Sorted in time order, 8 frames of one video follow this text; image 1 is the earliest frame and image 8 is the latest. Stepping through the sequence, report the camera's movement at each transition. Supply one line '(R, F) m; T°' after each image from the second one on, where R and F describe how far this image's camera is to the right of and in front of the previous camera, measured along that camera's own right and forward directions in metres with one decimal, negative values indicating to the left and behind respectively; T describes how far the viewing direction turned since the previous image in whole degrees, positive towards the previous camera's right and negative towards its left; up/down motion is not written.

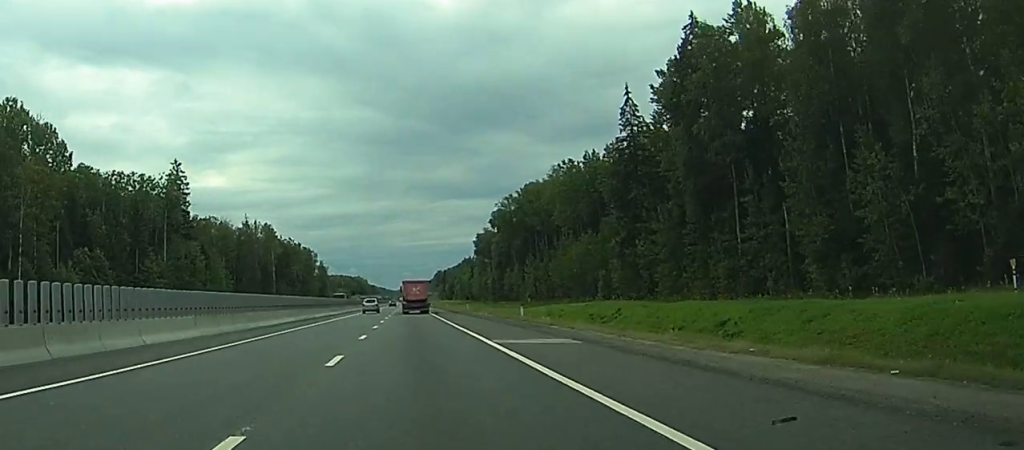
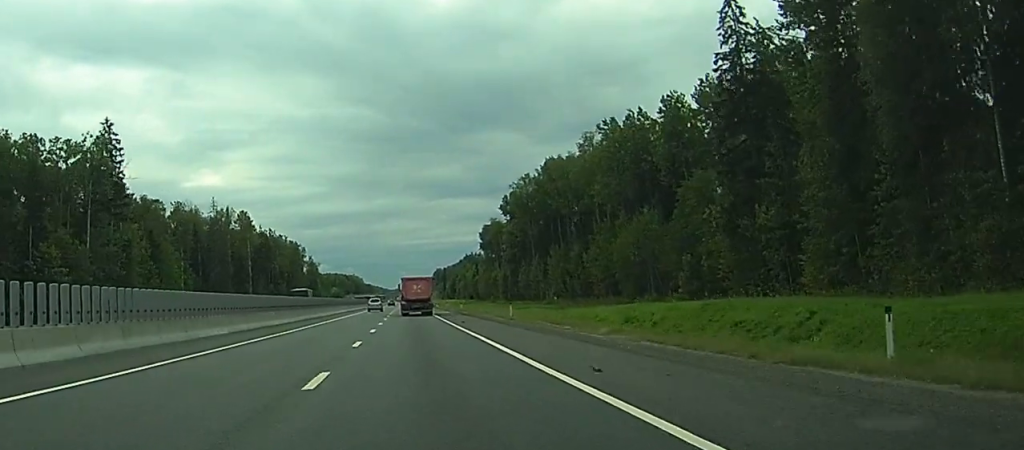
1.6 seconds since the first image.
(0.0, +40.2) m; 0°
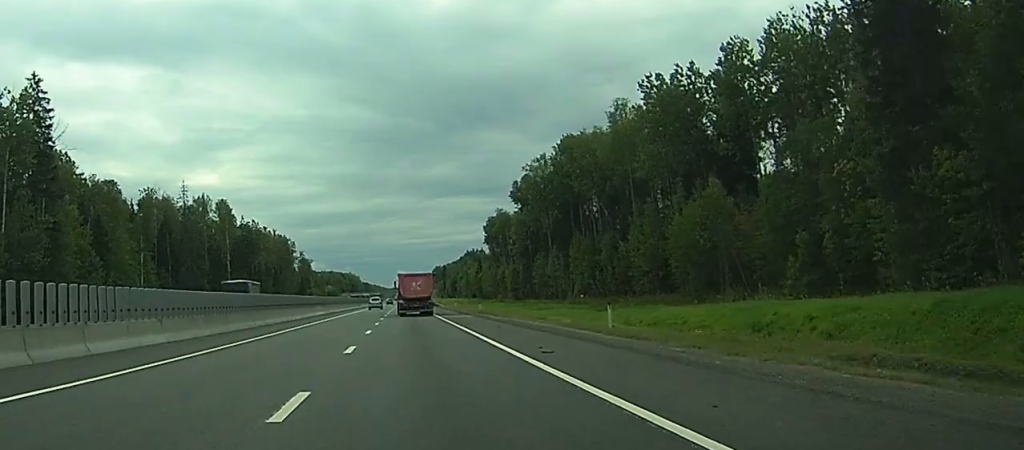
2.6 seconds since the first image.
(+0.2, +27.4) m; -1°
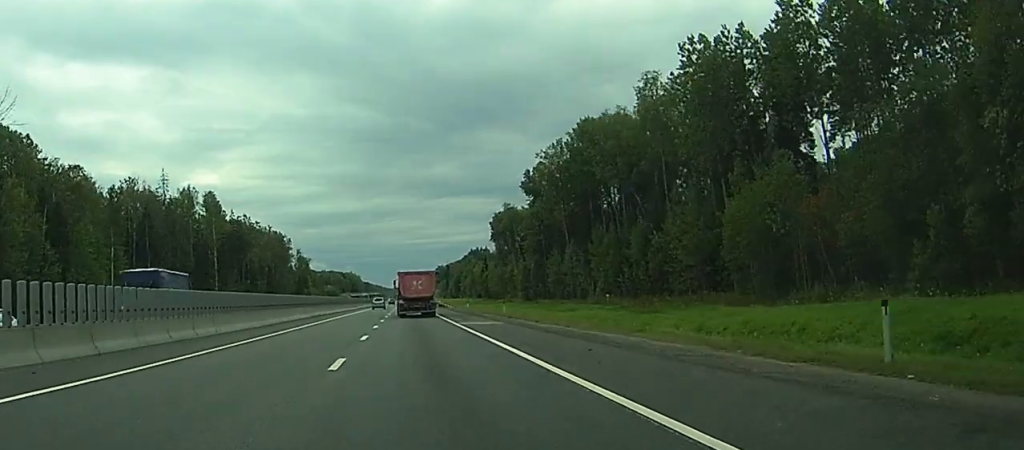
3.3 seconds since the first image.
(-0.3, +17.0) m; -1°
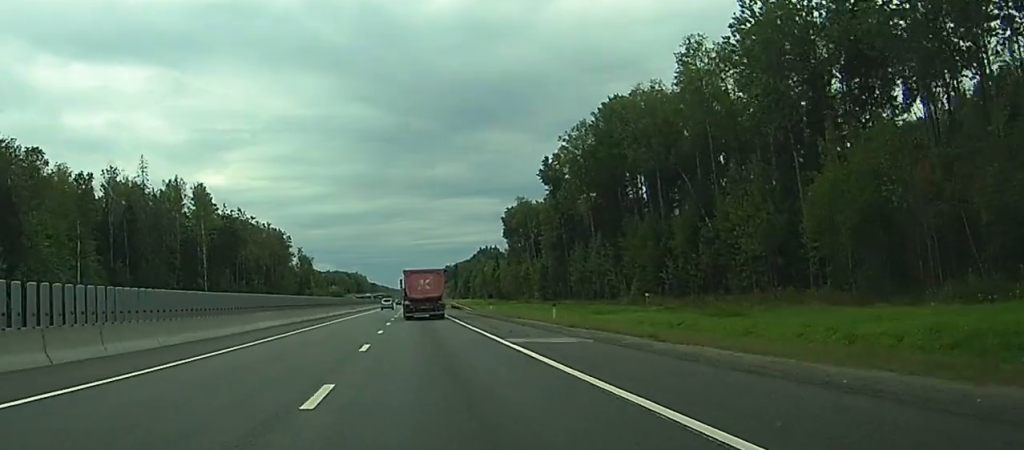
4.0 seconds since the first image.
(0.0, +17.9) m; 0°
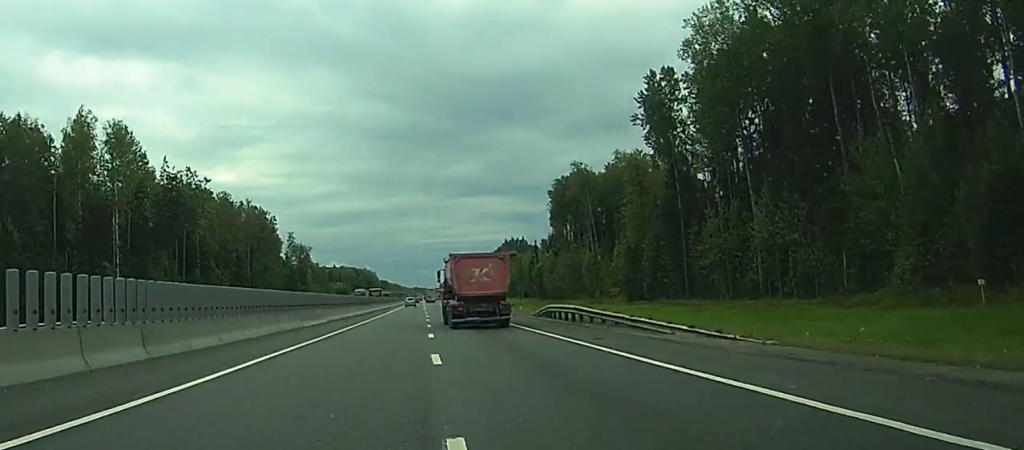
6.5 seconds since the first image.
(+0.1, +64.6) m; 0°
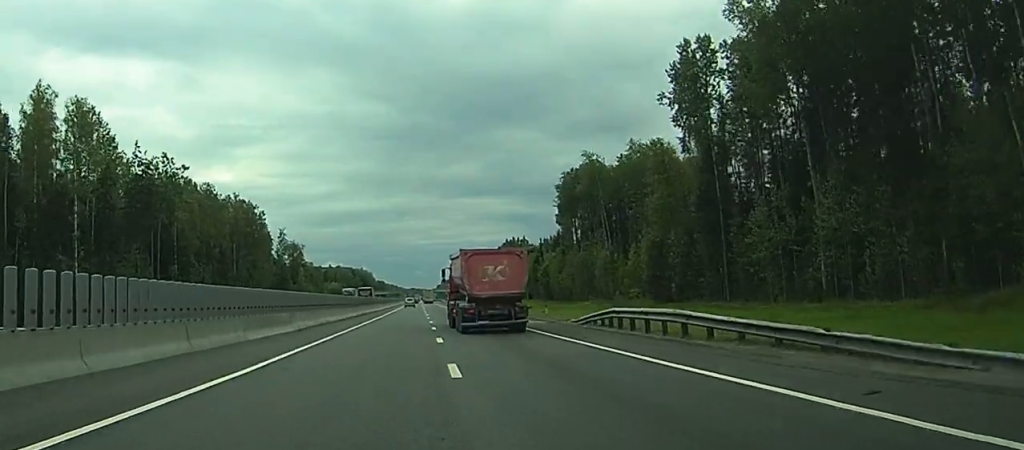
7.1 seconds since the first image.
(-0.1, +14.4) m; 0°
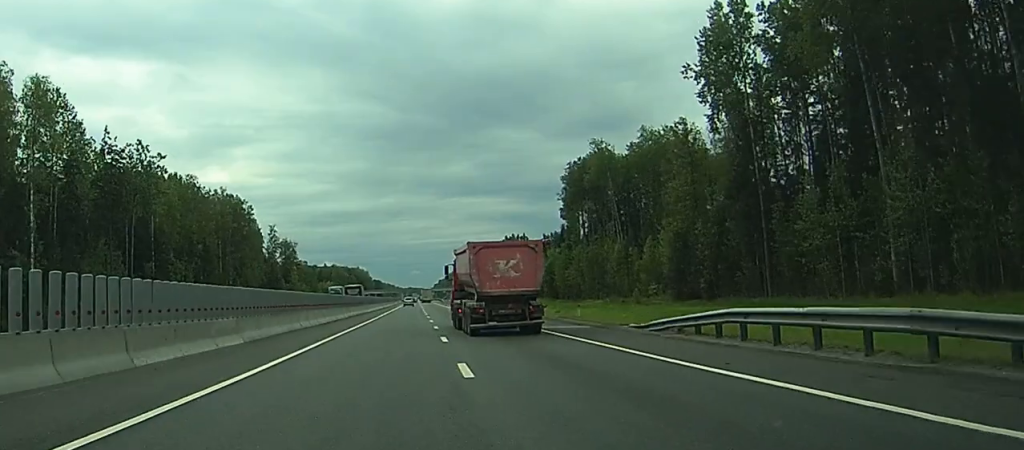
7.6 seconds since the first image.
(0.0, +11.8) m; 0°
